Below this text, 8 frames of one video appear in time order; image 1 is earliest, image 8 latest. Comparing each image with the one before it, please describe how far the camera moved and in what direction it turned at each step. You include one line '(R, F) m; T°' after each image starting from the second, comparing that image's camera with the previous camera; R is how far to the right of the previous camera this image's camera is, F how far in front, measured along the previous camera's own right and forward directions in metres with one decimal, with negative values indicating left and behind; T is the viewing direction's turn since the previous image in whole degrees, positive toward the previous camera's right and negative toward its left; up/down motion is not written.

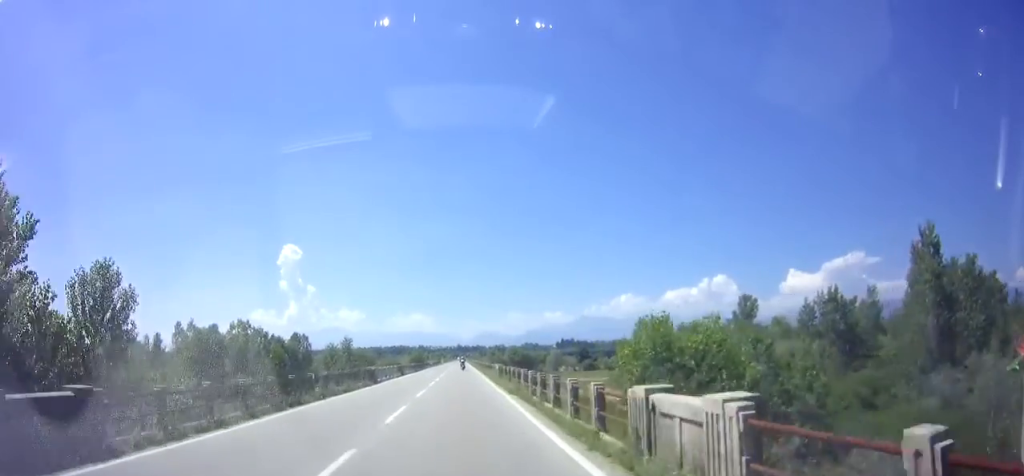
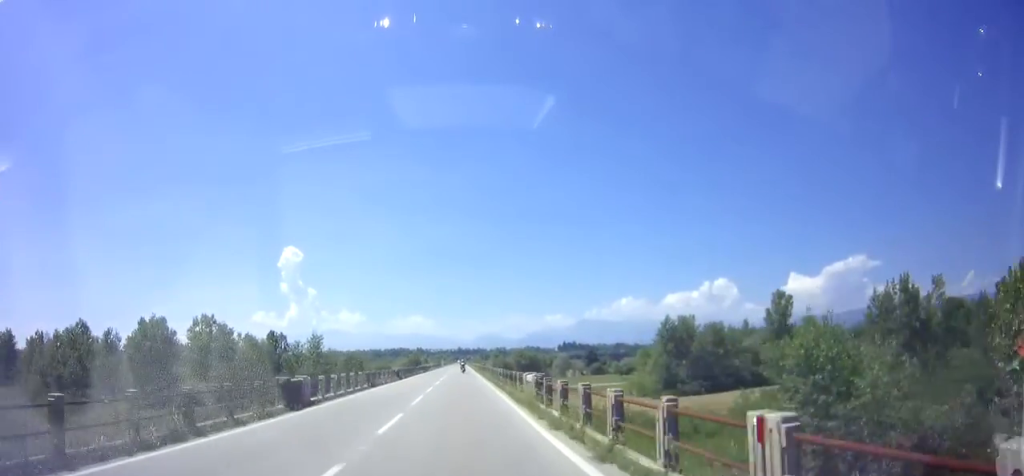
(+0.2, +15.3) m; +1°
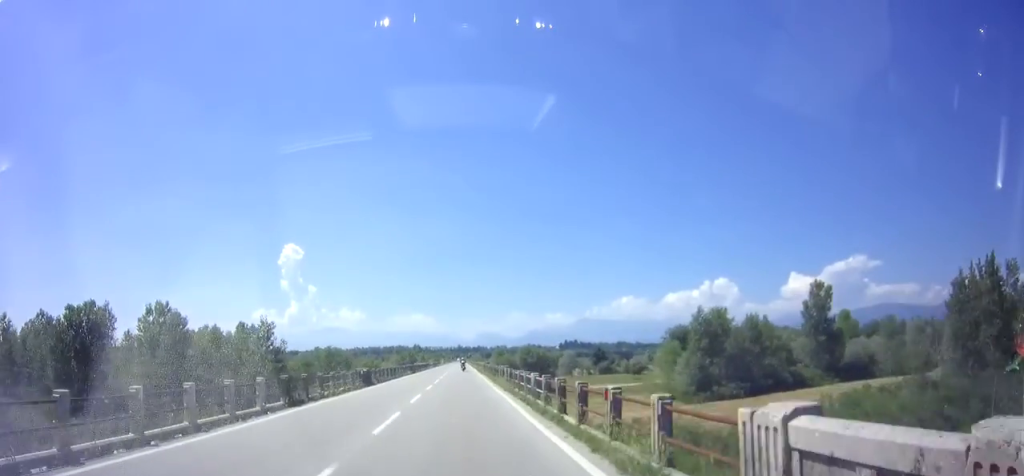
(0.0, +14.7) m; 0°
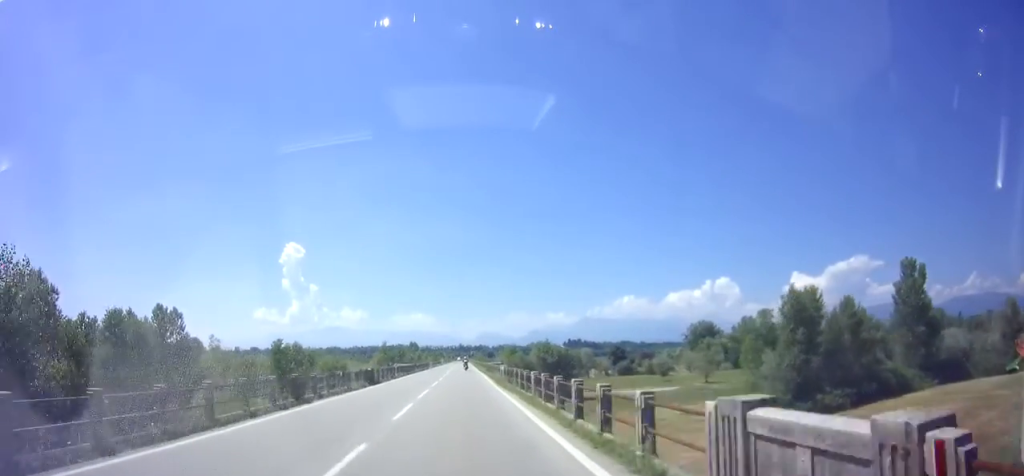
(0.0, +26.5) m; -1°
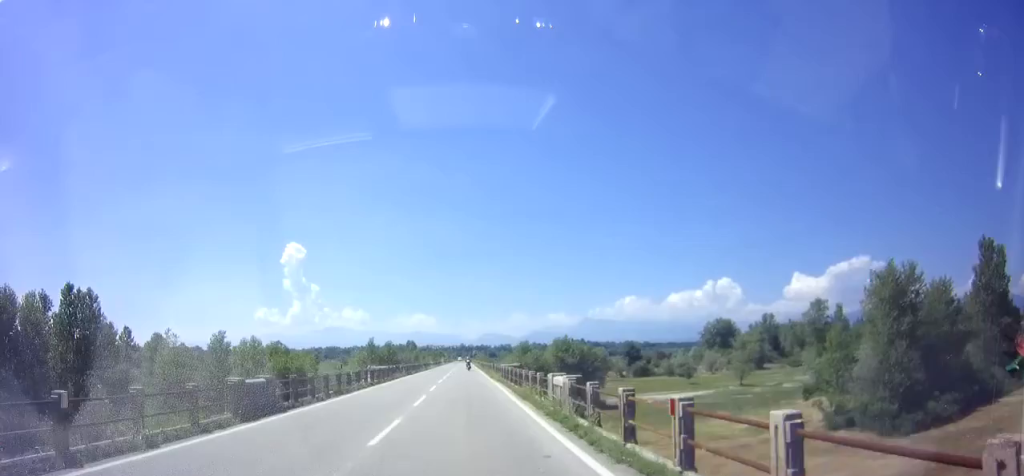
(-0.3, +18.1) m; 0°
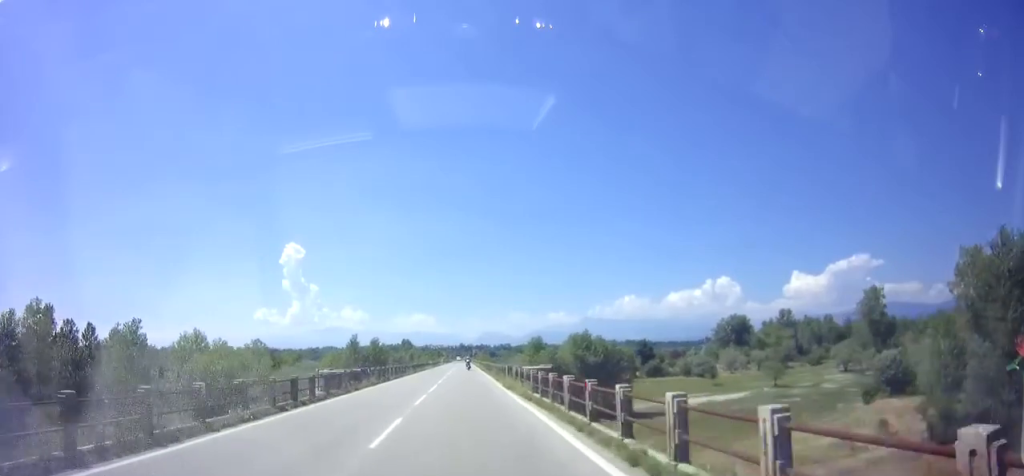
(+0.2, +14.6) m; +1°
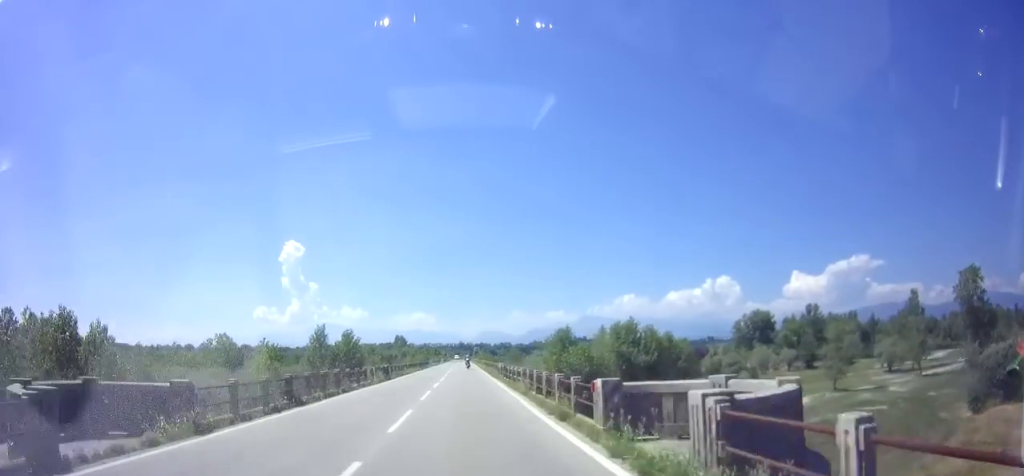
(+0.1, +19.3) m; 0°
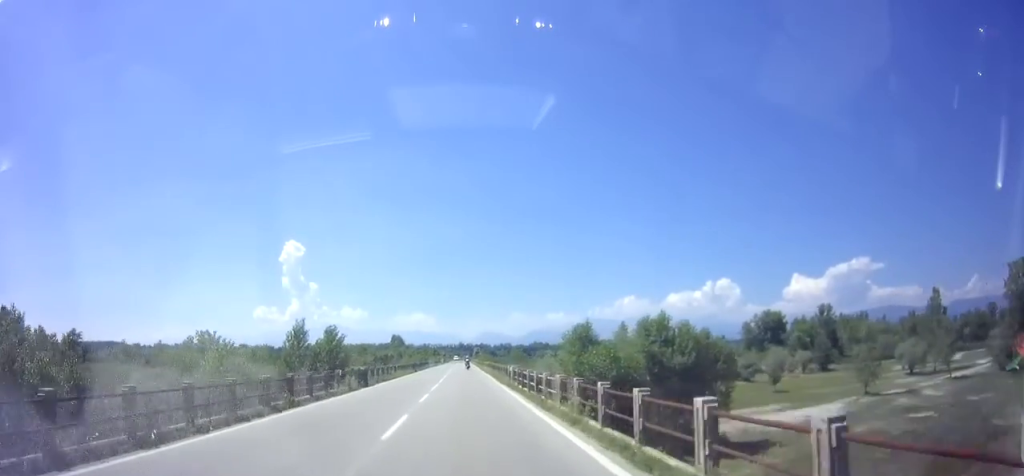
(+0.1, +8.3) m; 0°
